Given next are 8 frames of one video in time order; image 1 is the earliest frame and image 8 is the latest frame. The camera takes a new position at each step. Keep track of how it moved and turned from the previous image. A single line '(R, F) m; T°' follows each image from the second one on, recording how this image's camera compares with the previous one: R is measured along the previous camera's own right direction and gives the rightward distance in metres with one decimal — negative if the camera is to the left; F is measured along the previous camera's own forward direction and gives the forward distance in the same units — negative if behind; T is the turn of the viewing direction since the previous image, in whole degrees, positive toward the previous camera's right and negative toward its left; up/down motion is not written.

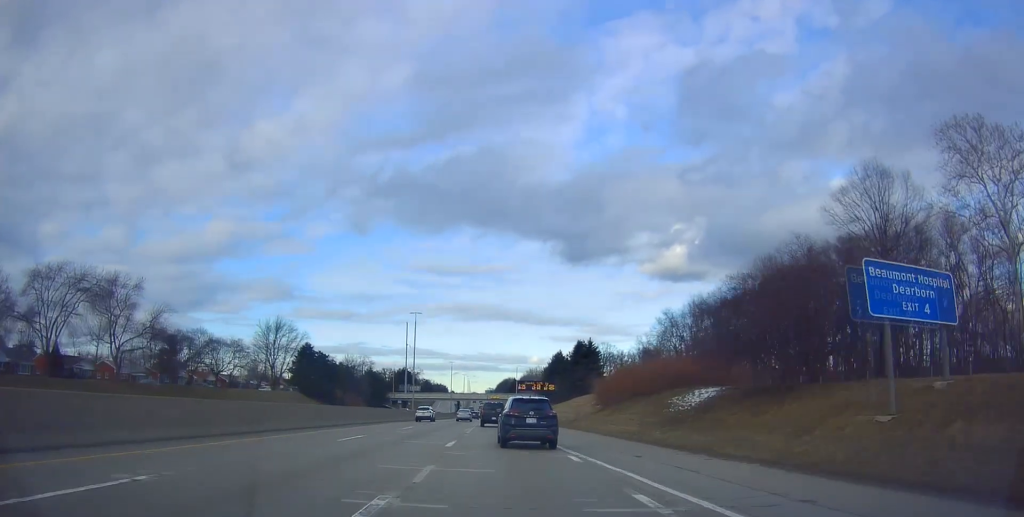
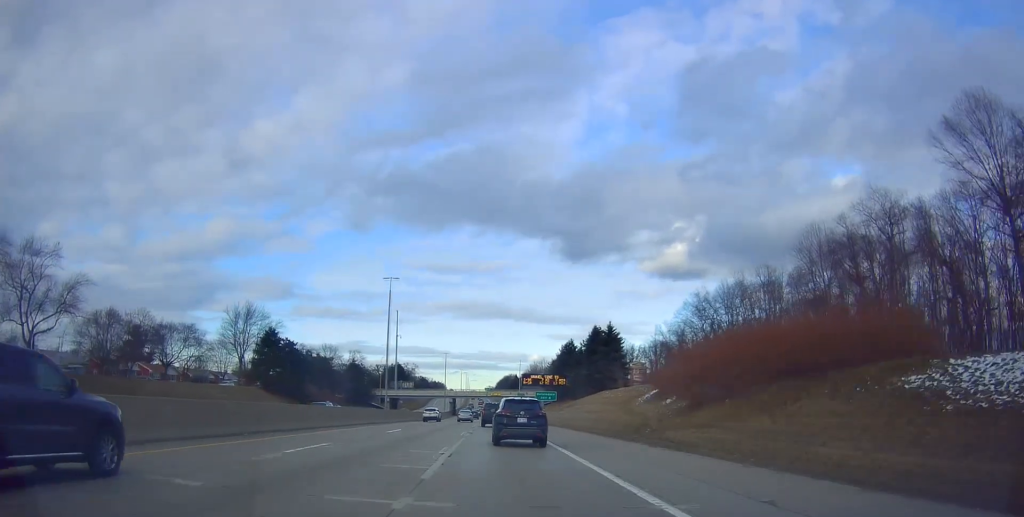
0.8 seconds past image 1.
(+0.2, +21.5) m; +1°
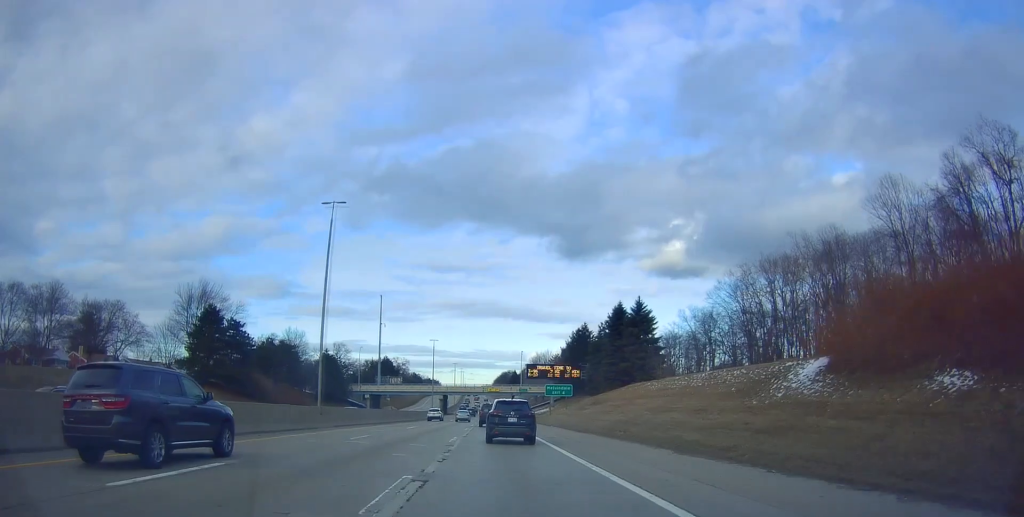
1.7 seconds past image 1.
(+0.1, +23.0) m; +1°
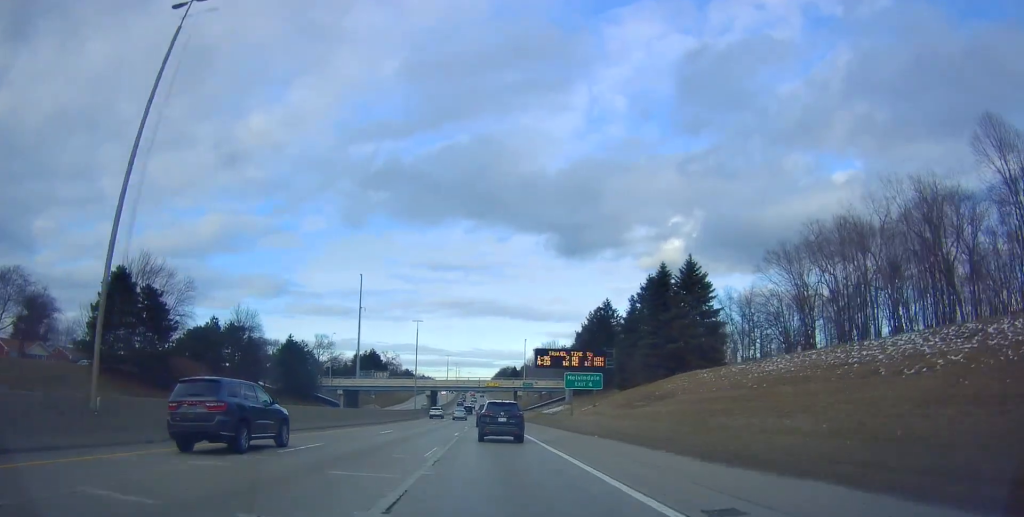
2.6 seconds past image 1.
(+0.4, +22.7) m; +2°
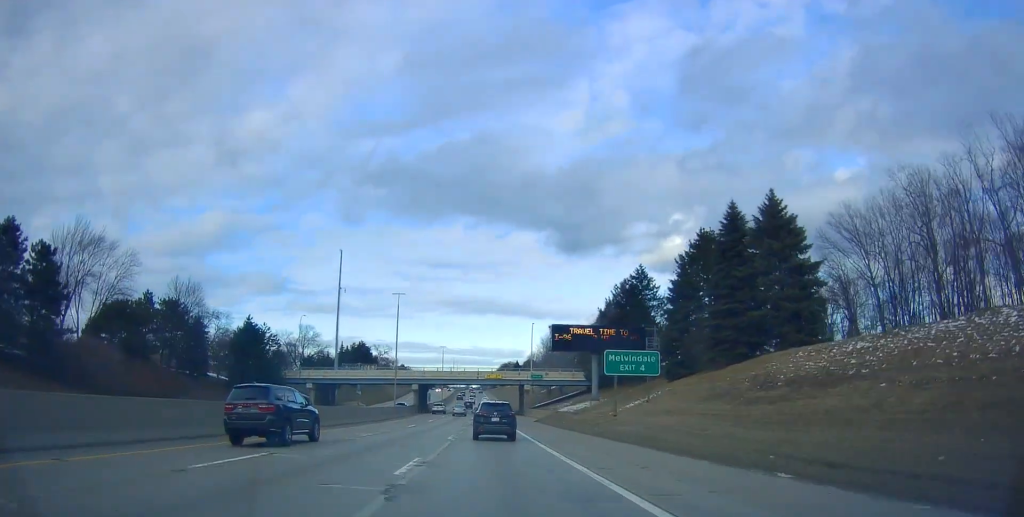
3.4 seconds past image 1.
(+0.4, +19.4) m; +1°
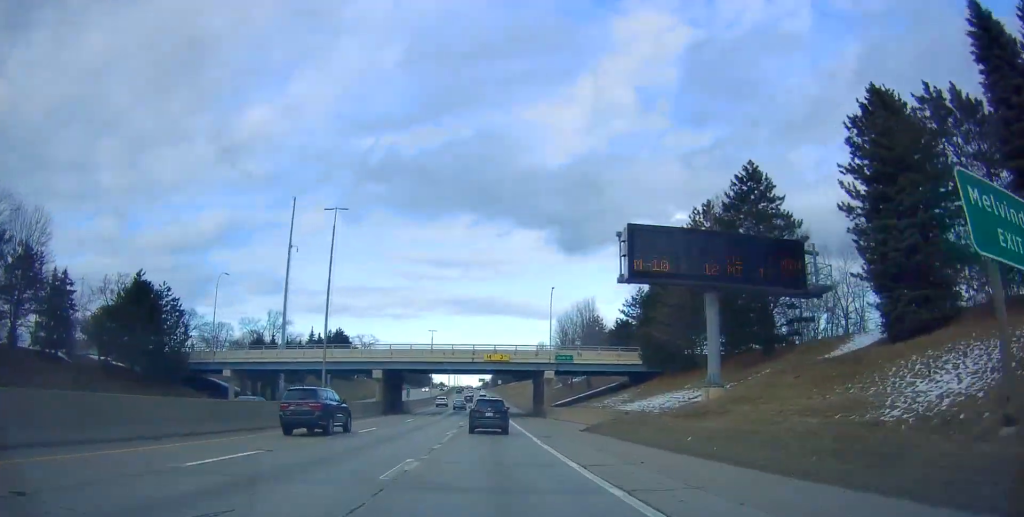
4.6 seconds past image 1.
(-0.2, +30.6) m; -1°
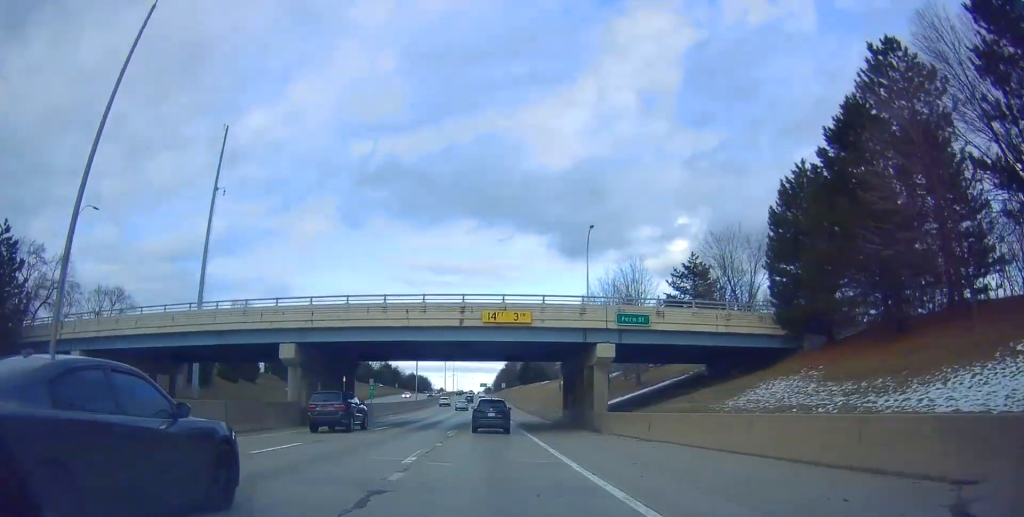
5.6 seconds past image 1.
(-0.2, +26.8) m; 0°
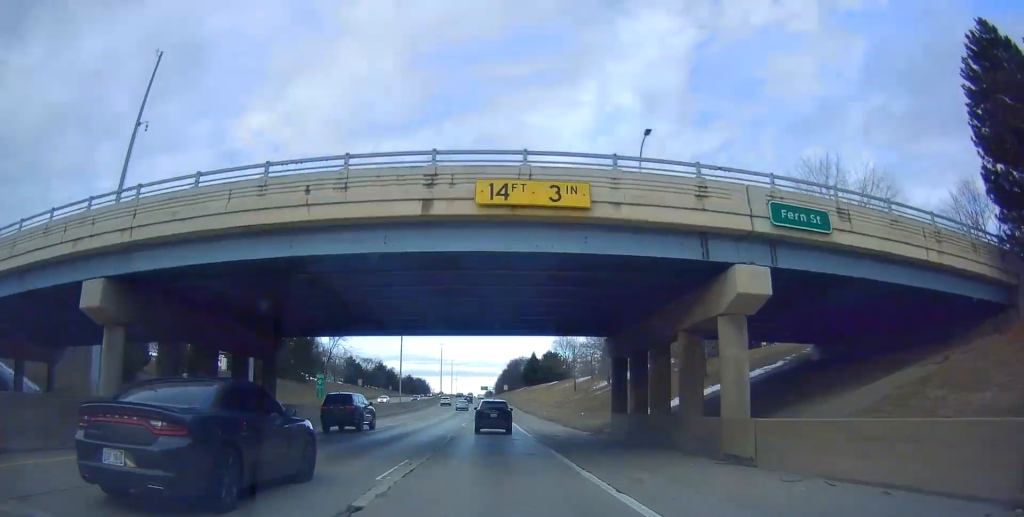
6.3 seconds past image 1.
(0.0, +17.5) m; 0°
